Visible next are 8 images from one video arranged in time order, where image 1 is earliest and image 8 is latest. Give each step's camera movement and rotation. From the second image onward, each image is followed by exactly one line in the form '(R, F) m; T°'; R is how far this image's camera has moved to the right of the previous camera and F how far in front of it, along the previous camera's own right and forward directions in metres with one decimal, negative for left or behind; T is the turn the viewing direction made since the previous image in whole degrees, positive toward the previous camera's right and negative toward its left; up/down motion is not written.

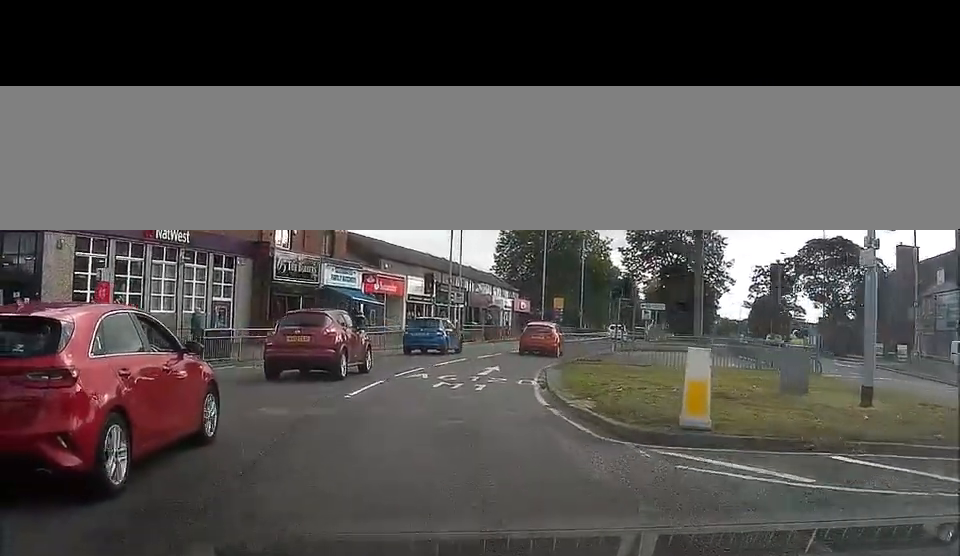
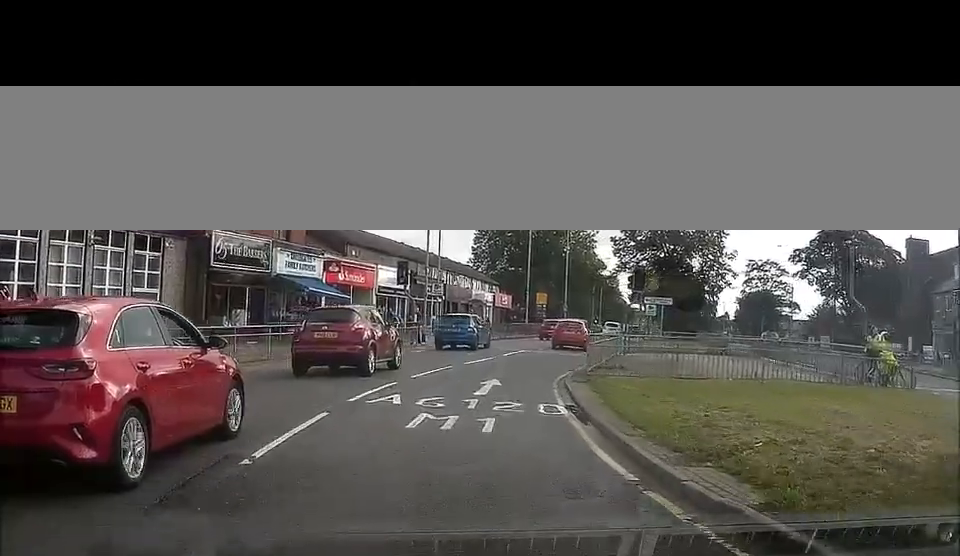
(+0.1, +6.2) m; +1°
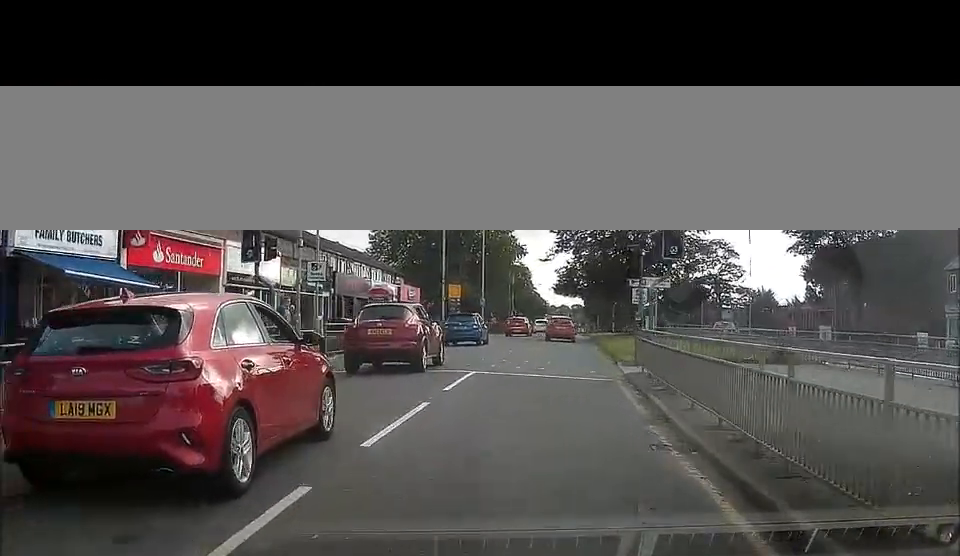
(+0.7, +13.6) m; +7°
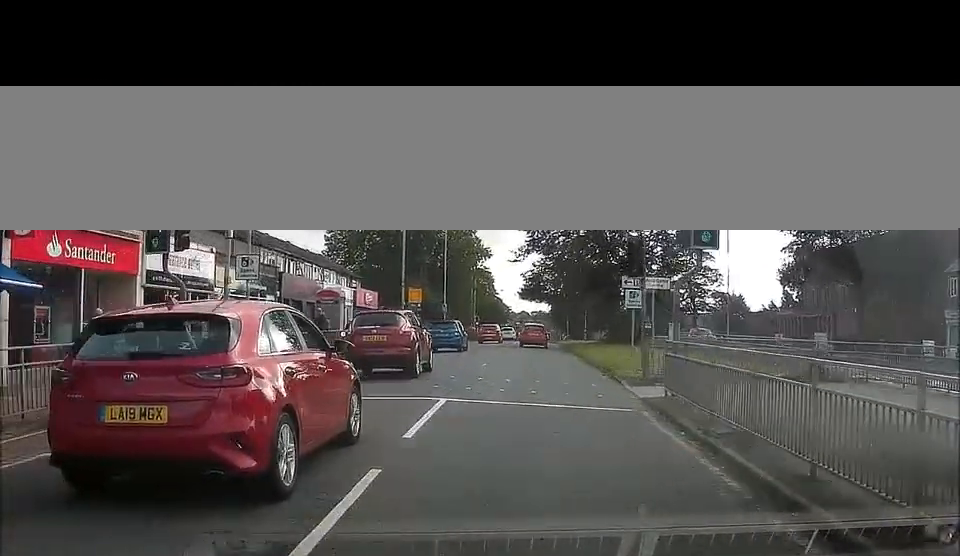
(+0.2, +5.1) m; +3°
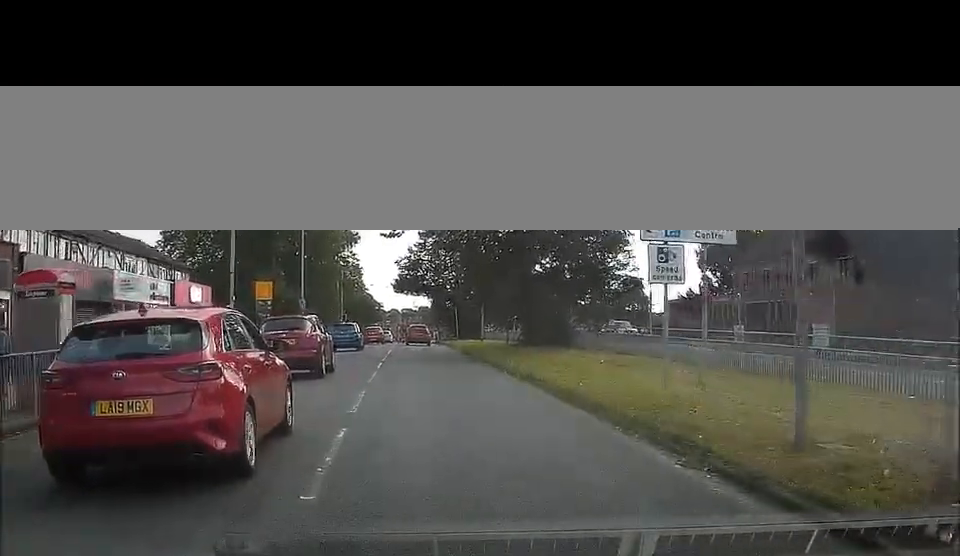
(+1.2, +13.6) m; +8°
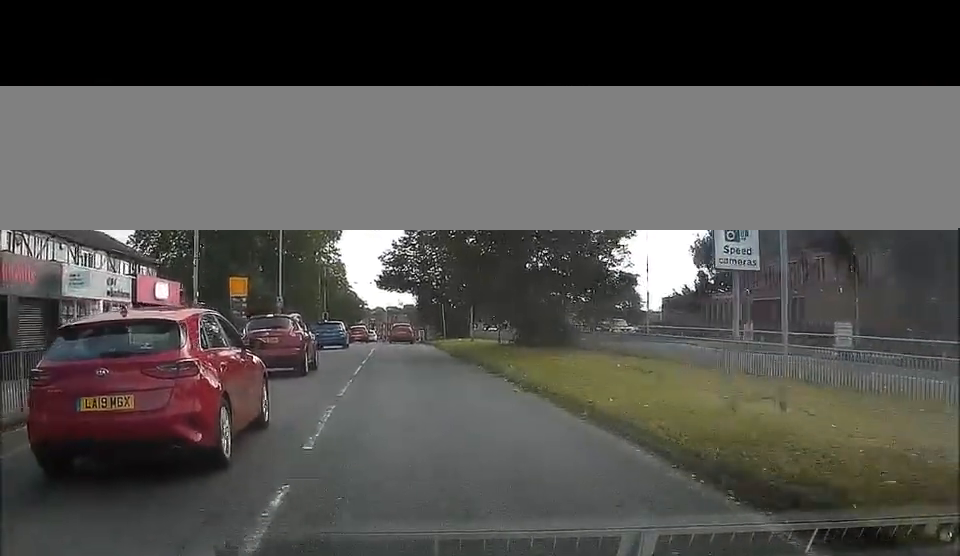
(0.0, +2.9) m; 0°
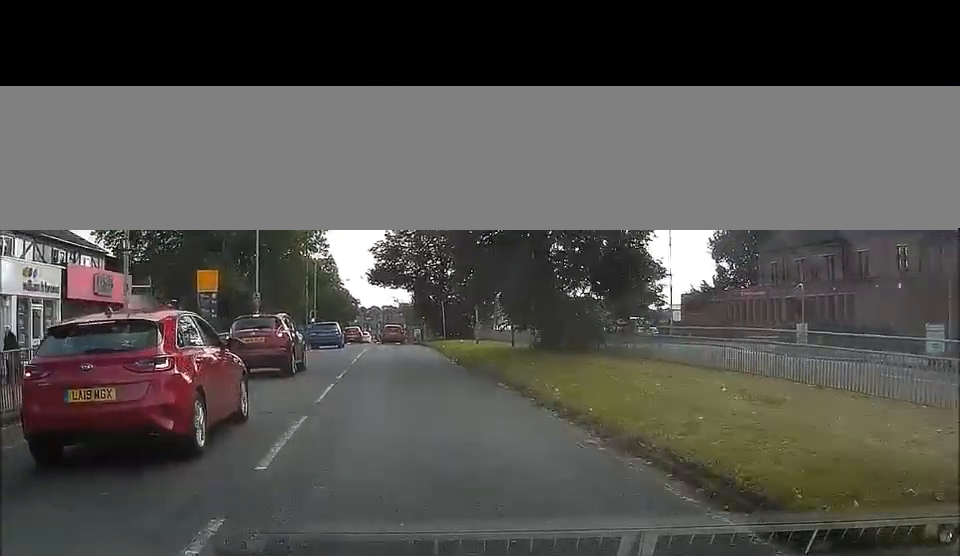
(+0.1, +6.8) m; +1°
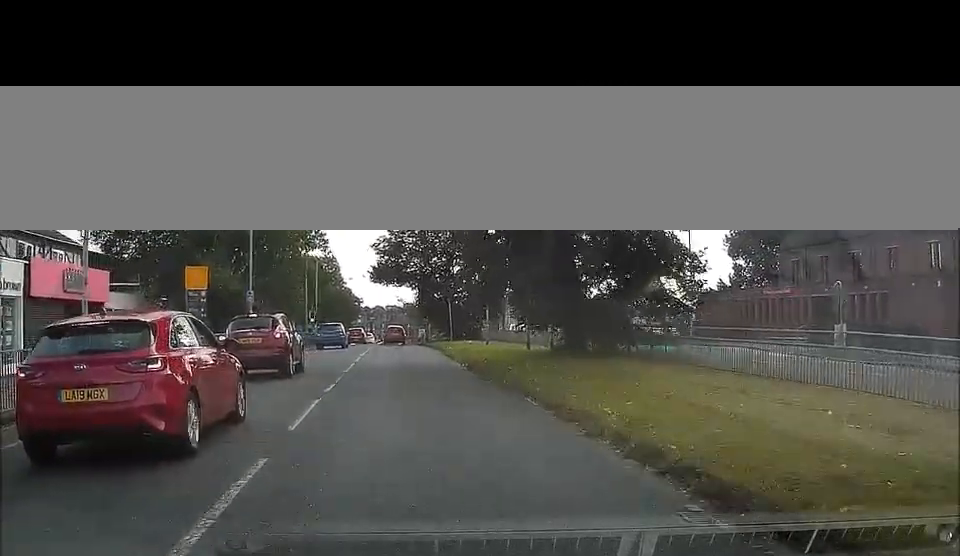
(0.0, +3.4) m; 0°
